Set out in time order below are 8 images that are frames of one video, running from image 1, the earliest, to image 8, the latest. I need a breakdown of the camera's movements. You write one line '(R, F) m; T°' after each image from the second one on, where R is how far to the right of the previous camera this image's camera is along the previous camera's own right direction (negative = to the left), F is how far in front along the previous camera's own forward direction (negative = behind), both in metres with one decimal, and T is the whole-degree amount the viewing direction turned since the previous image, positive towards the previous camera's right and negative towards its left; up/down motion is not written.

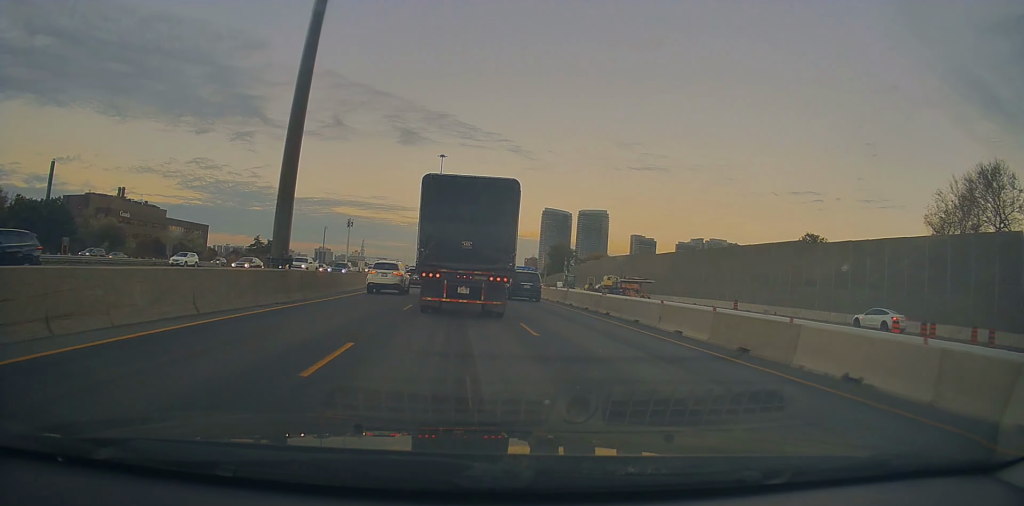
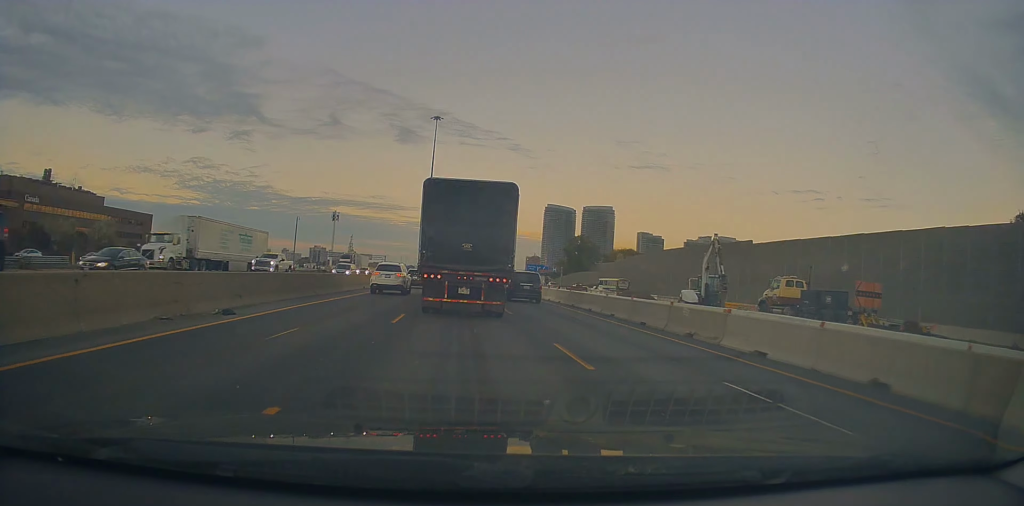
(+1.3, +40.7) m; +2°
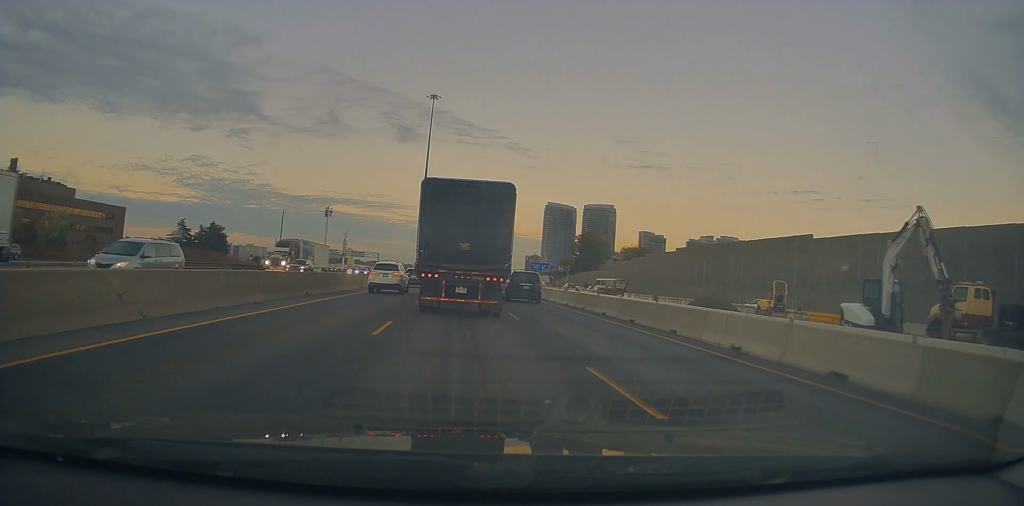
(-0.4, +15.0) m; -1°
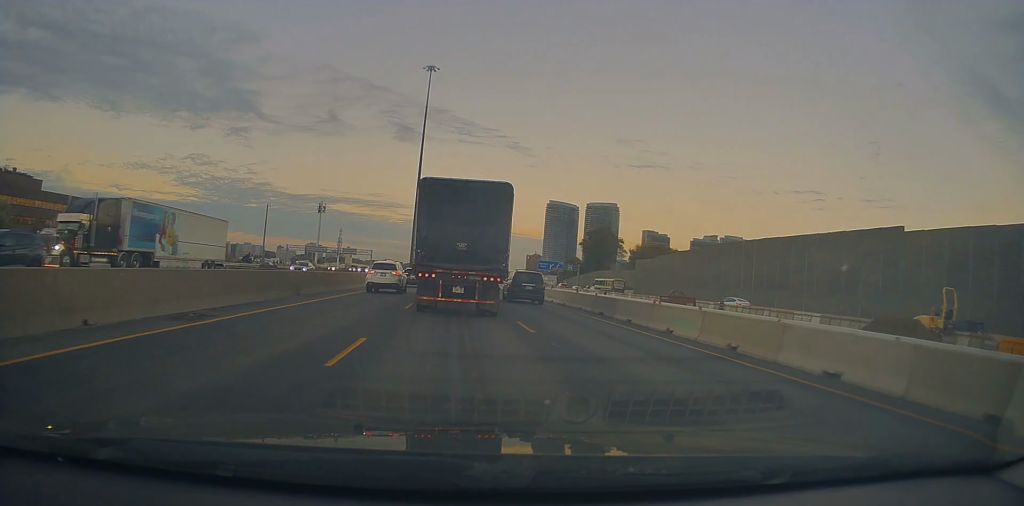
(0.0, +15.9) m; 0°
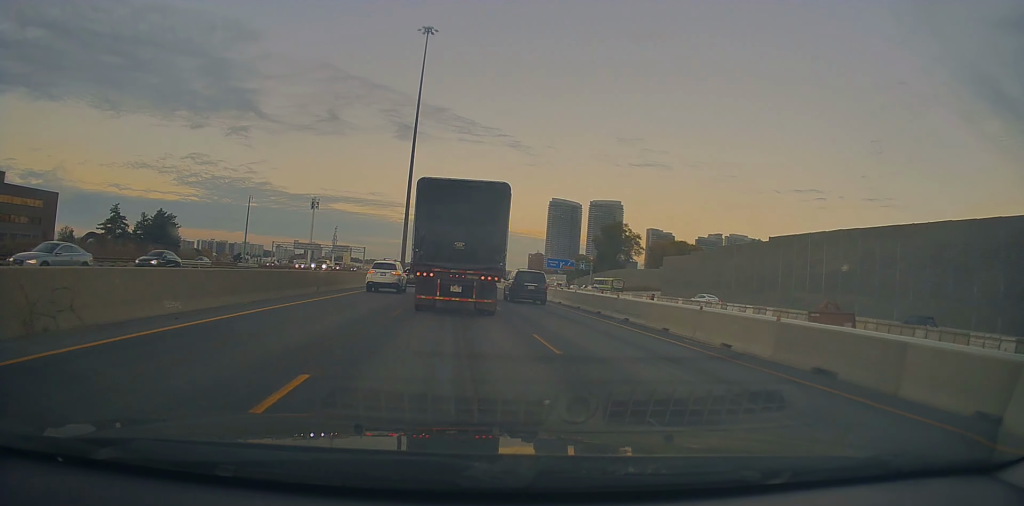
(0.0, +15.9) m; 0°
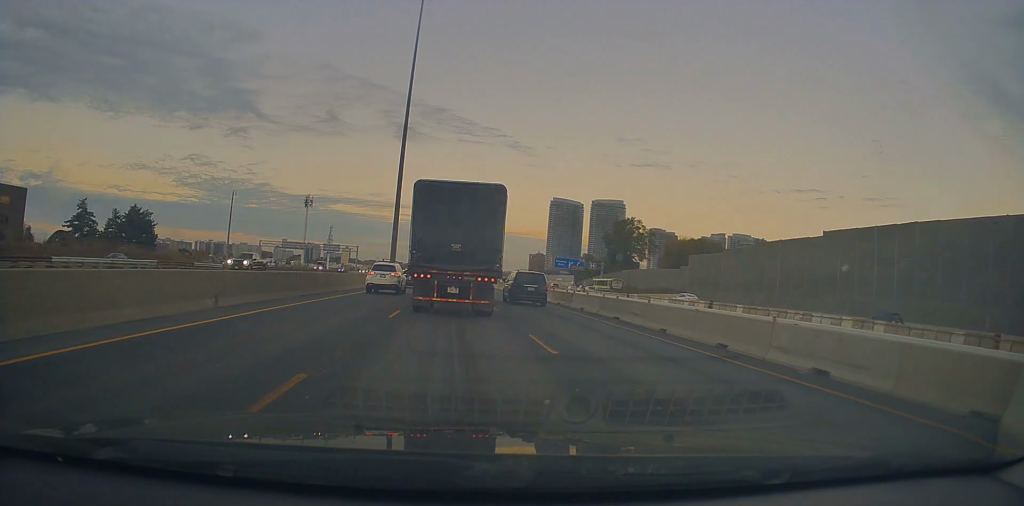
(0.0, +12.0) m; 0°
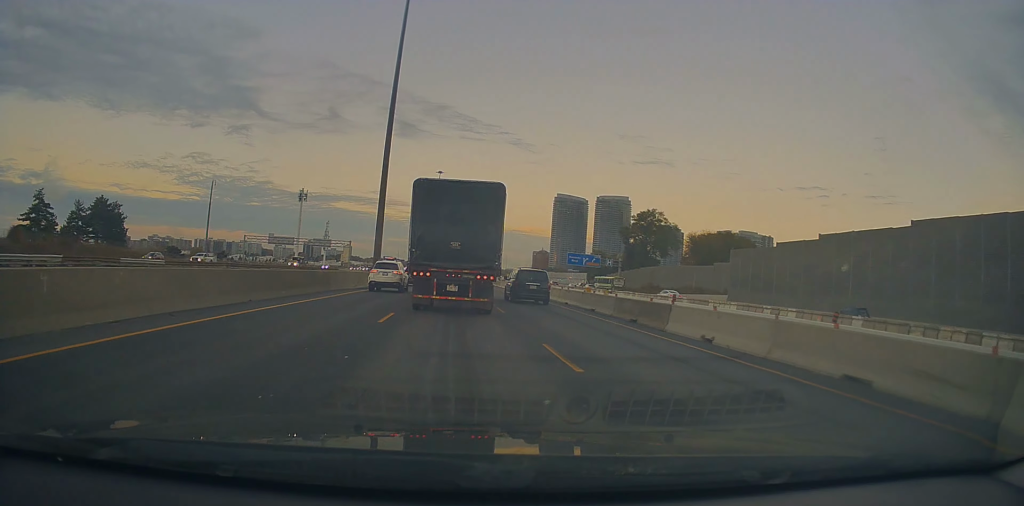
(0.0, +14.1) m; -1°
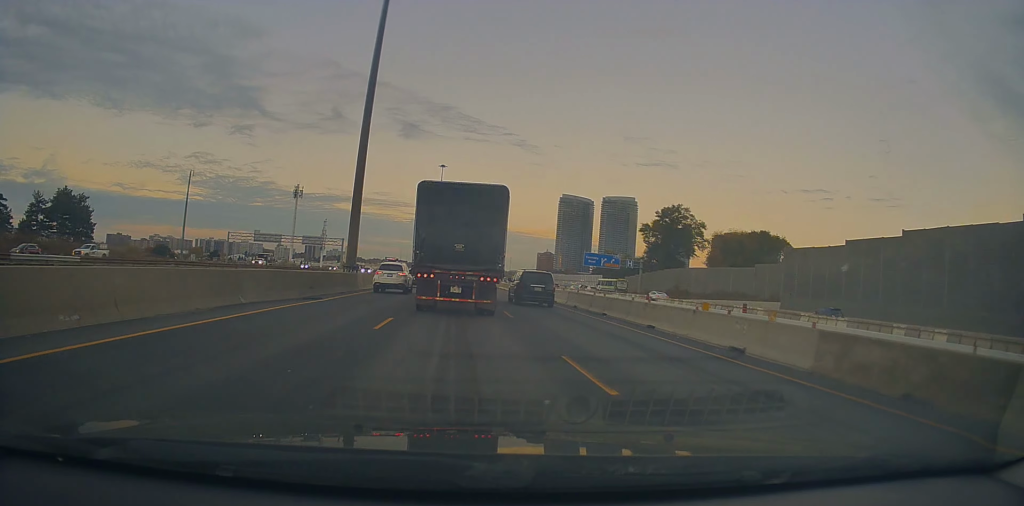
(-0.2, +13.5) m; 0°
